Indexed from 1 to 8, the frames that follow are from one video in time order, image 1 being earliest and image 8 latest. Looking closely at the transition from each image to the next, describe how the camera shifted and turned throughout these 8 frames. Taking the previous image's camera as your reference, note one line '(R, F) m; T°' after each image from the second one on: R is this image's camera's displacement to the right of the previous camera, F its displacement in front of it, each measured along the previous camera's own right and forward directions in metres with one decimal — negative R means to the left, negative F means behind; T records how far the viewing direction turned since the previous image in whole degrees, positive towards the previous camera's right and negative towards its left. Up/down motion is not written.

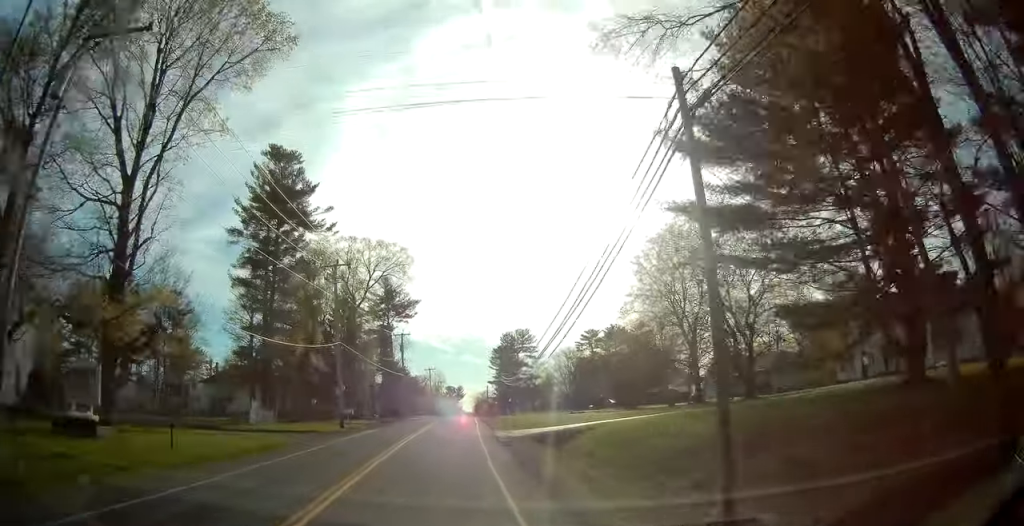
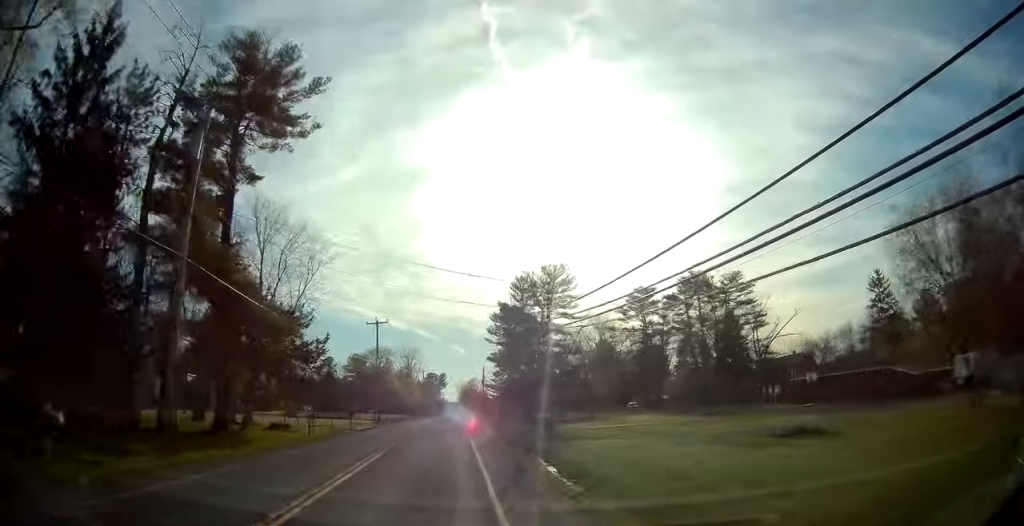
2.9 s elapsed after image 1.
(+0.6, +61.0) m; +1°
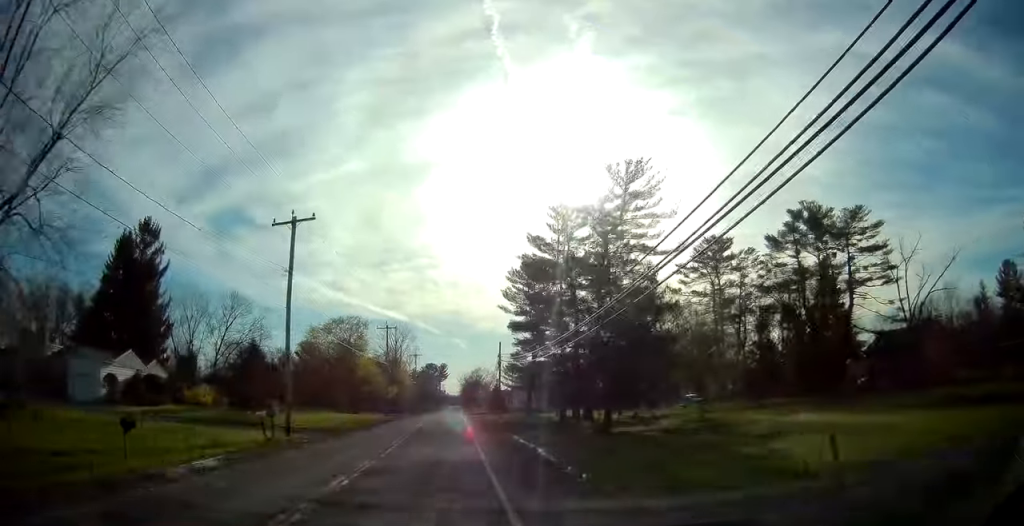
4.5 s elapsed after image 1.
(+0.2, +32.6) m; 0°
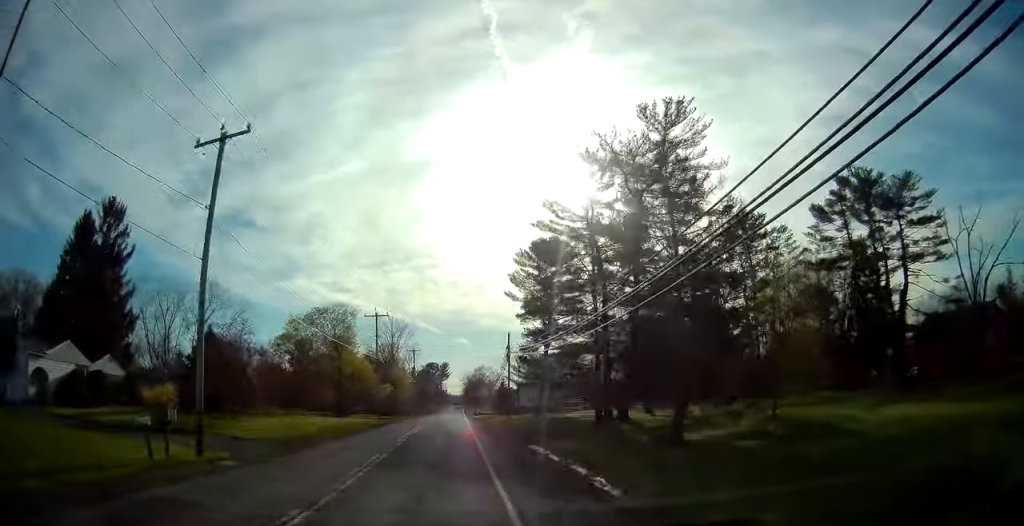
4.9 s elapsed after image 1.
(0.0, +9.7) m; -1°
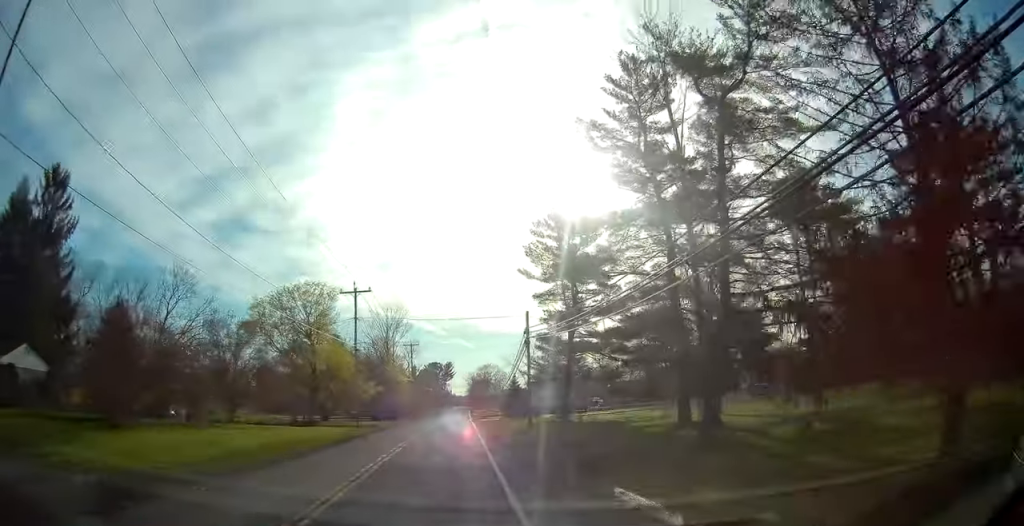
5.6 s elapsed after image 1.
(0.0, +13.2) m; -1°
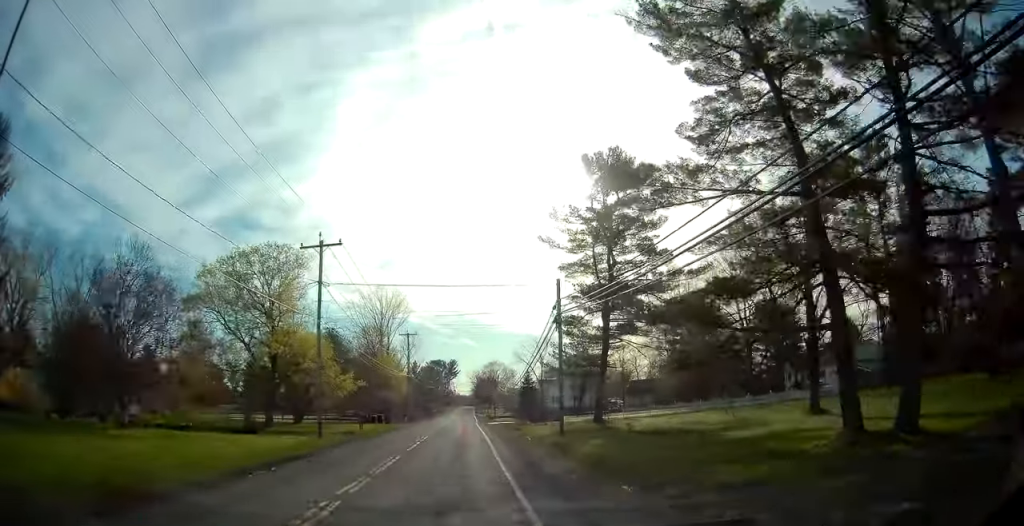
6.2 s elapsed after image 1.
(-0.2, +12.5) m; -1°
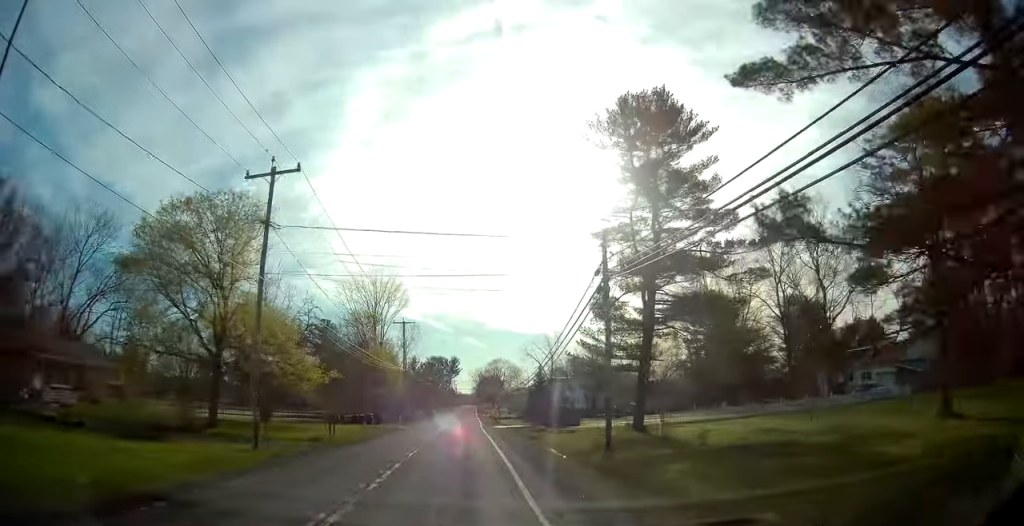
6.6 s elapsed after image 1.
(-0.1, +9.7) m; 0°
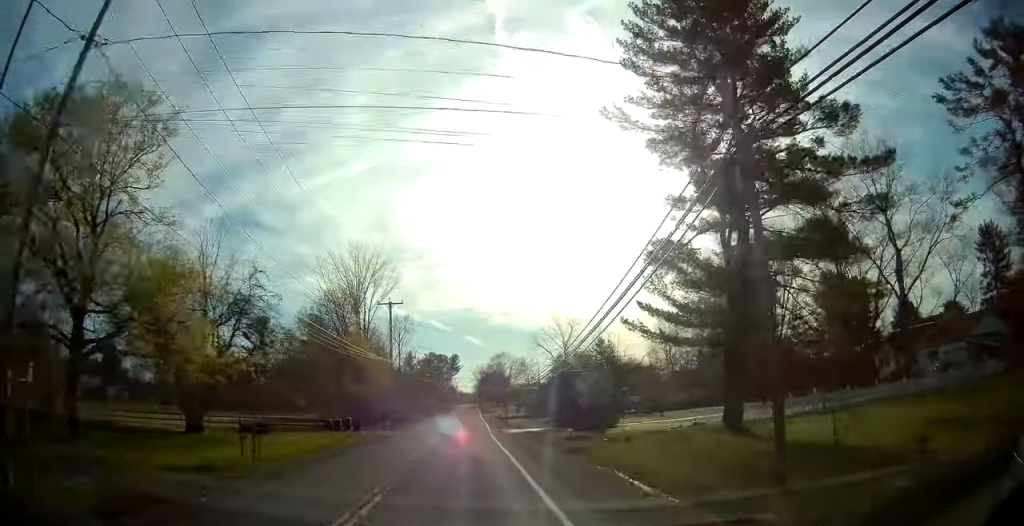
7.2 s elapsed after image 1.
(-0.1, +12.5) m; 0°
